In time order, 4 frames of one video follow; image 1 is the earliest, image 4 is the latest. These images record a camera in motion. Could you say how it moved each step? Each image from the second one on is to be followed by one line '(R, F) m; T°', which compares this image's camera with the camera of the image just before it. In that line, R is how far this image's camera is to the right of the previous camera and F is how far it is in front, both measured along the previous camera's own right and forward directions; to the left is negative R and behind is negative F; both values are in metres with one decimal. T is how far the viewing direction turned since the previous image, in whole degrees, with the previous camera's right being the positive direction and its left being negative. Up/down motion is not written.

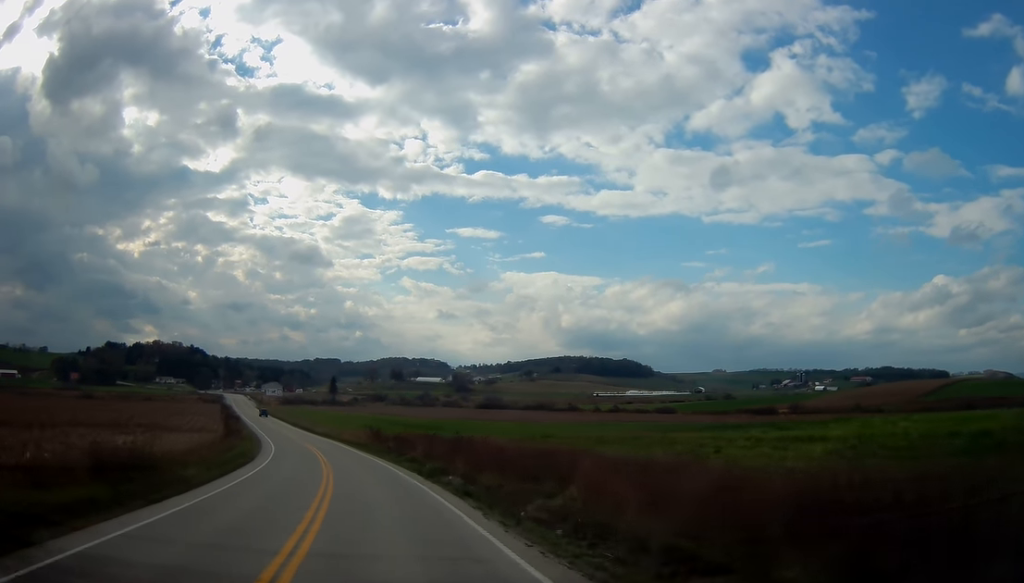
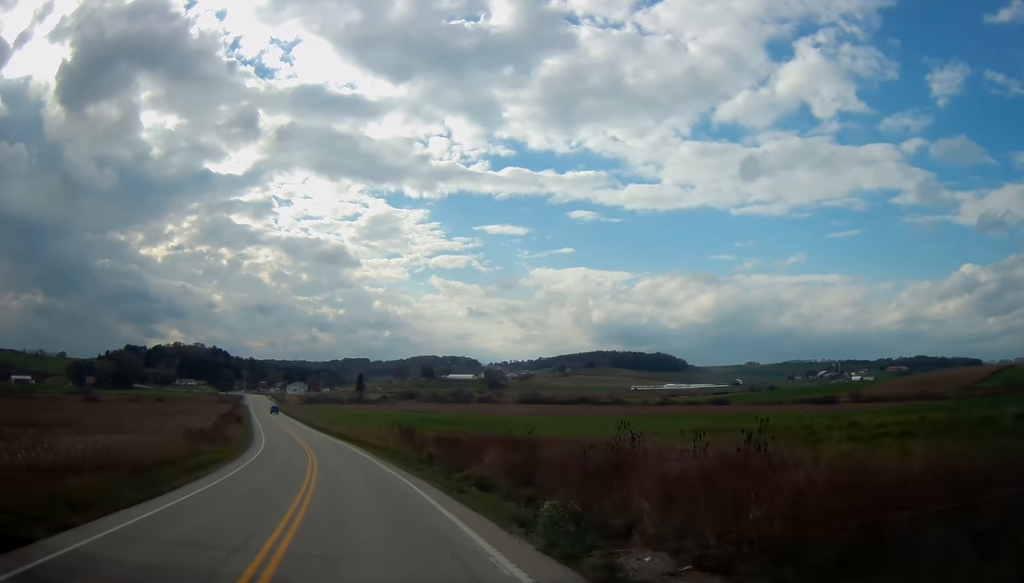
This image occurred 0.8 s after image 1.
(0.0, +19.3) m; -1°
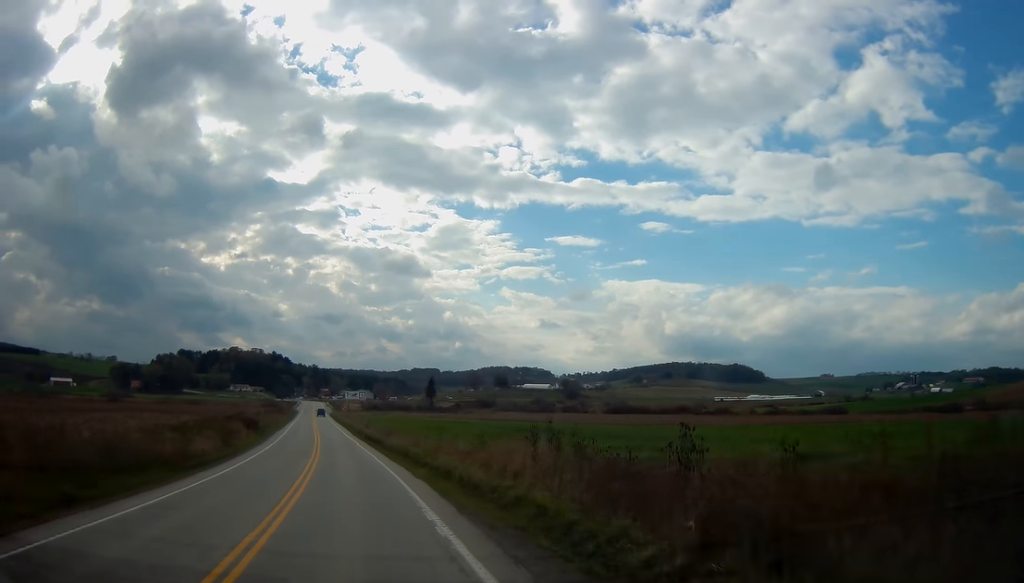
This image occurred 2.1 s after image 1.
(-1.0, +30.4) m; -4°
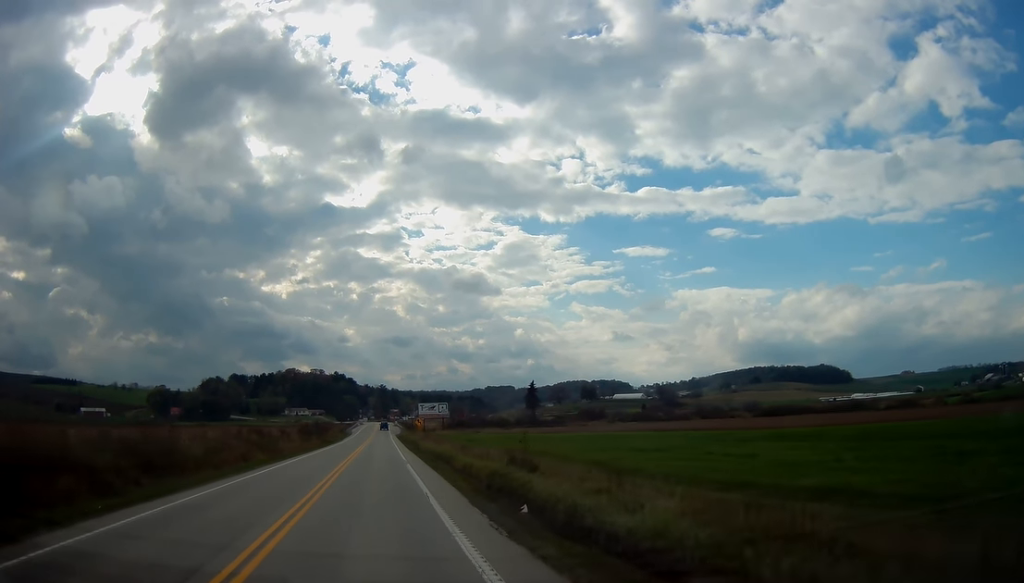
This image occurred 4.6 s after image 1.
(-4.9, +58.3) m; -10°
